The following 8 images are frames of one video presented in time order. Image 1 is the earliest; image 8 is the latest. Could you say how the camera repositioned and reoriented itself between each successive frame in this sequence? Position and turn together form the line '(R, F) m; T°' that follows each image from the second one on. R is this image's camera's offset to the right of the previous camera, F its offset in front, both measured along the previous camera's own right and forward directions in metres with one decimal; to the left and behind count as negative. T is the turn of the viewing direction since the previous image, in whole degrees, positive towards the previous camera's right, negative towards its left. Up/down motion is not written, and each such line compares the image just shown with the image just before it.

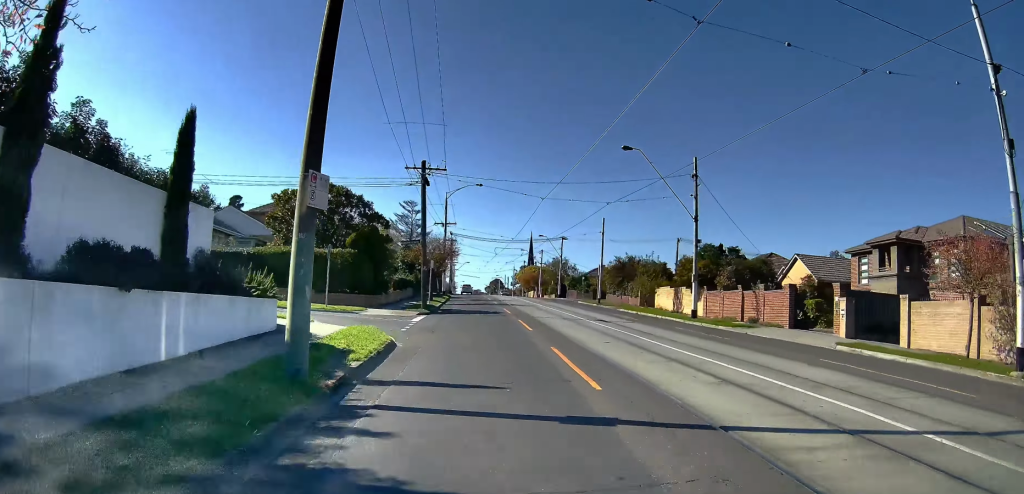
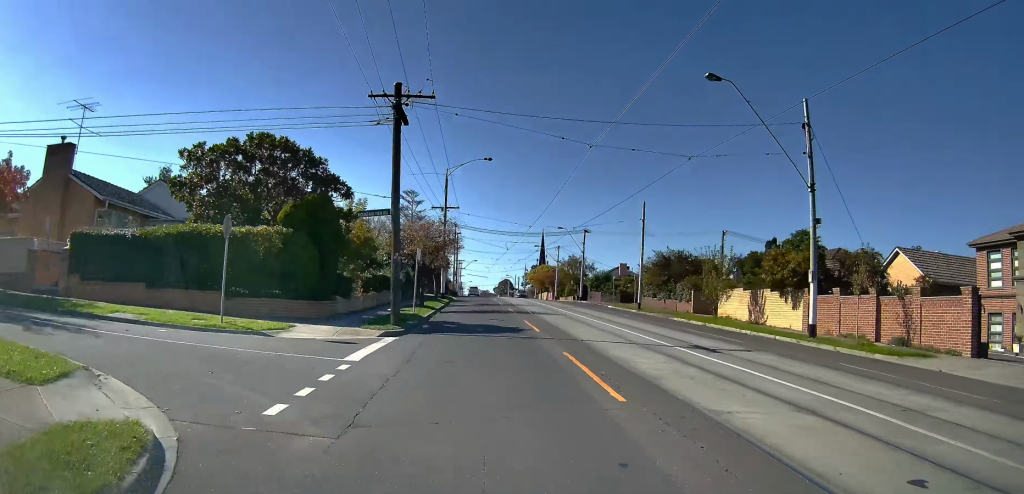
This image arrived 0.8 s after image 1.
(+0.5, +12.7) m; 0°
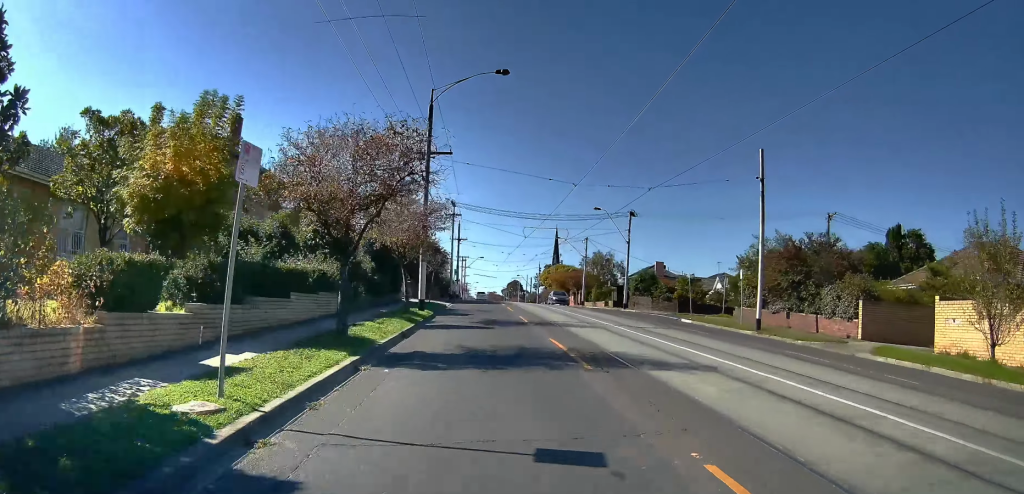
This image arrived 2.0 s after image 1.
(-0.5, +20.5) m; 0°
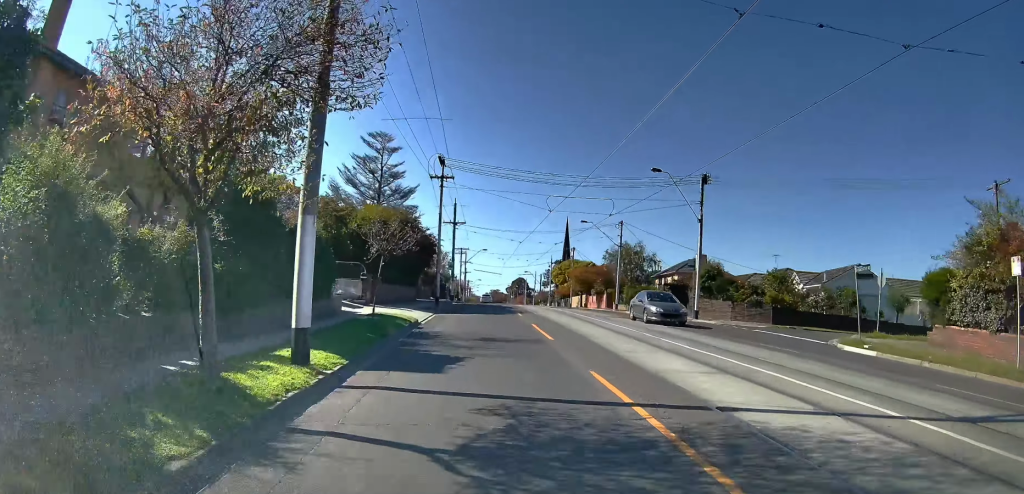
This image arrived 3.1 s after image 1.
(+0.8, +18.5) m; +4°
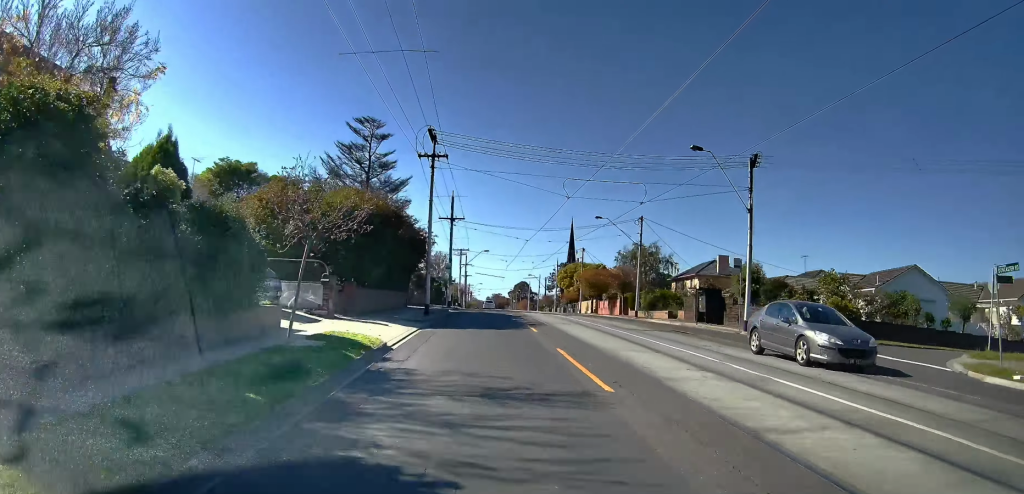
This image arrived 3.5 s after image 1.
(+0.2, +7.3) m; 0°
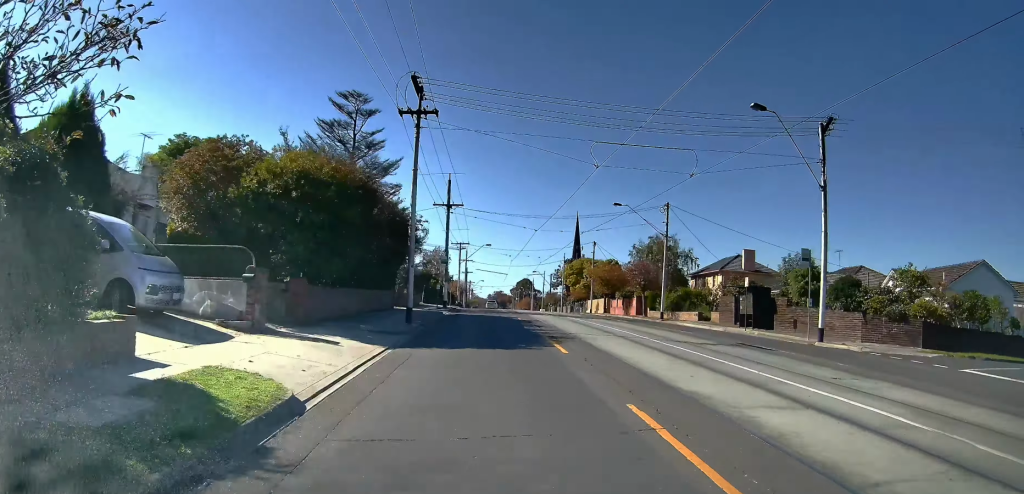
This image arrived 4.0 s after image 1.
(+0.2, +7.3) m; 0°
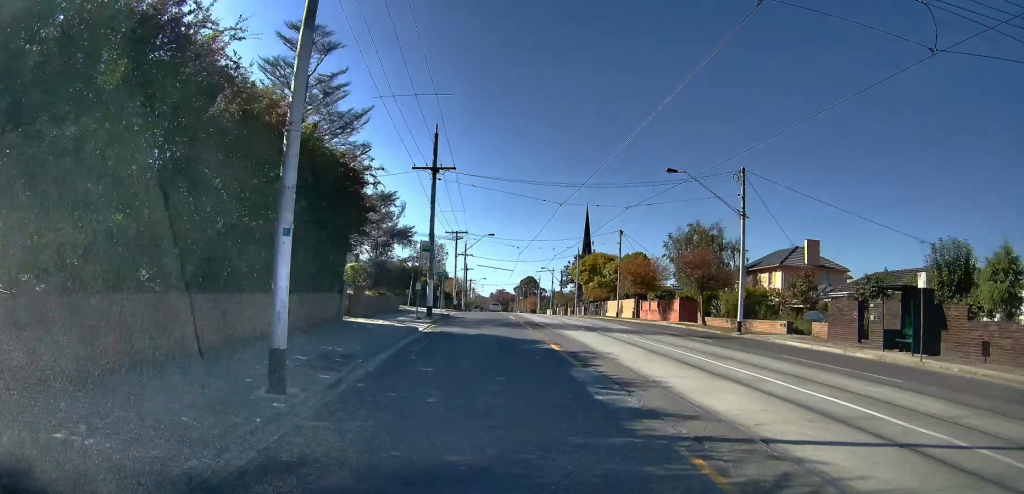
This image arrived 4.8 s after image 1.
(-0.4, +14.1) m; -1°
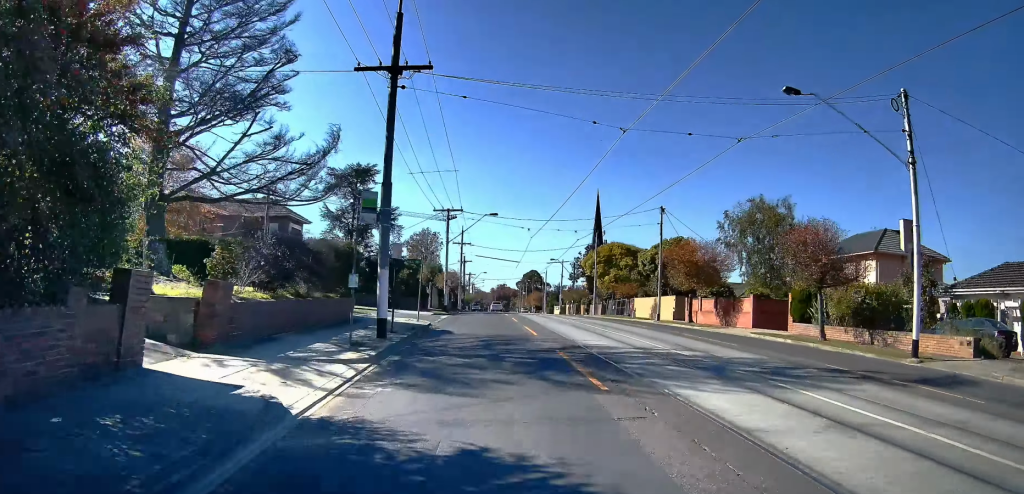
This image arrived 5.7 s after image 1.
(-0.1, +14.6) m; +1°
